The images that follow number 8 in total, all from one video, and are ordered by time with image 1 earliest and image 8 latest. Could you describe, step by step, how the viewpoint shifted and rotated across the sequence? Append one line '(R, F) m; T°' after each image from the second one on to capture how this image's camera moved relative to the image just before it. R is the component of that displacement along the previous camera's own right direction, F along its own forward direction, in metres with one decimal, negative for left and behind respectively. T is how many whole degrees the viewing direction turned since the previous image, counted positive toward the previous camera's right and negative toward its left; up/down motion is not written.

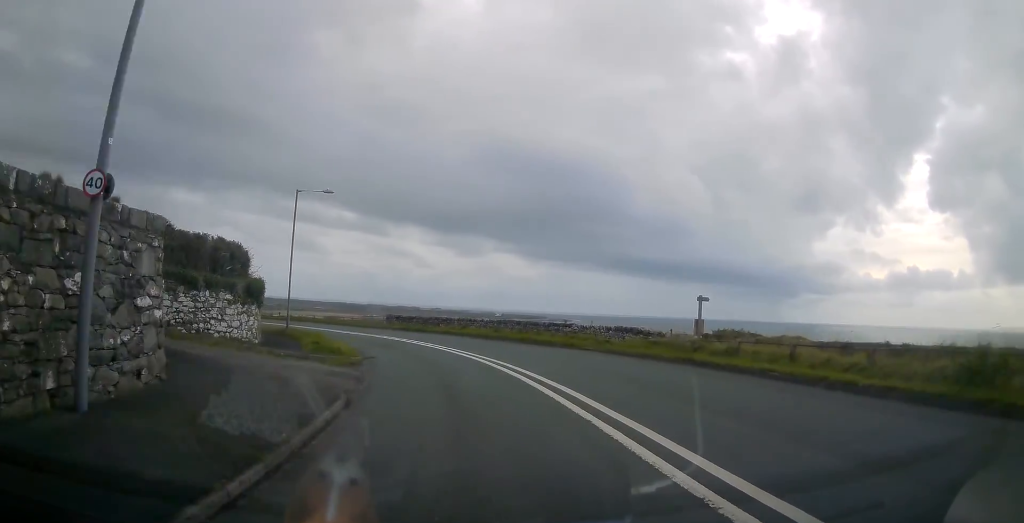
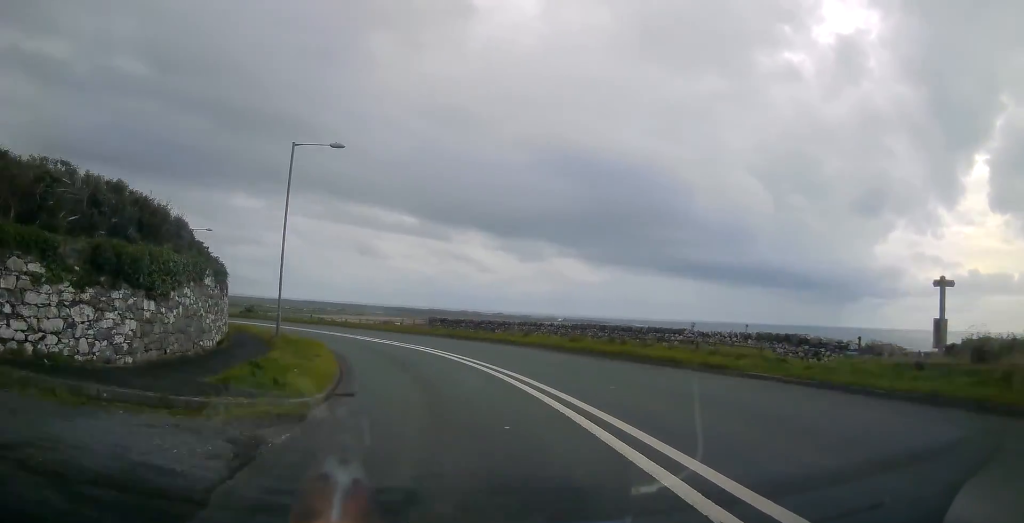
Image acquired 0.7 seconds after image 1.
(-0.2, +10.6) m; -3°
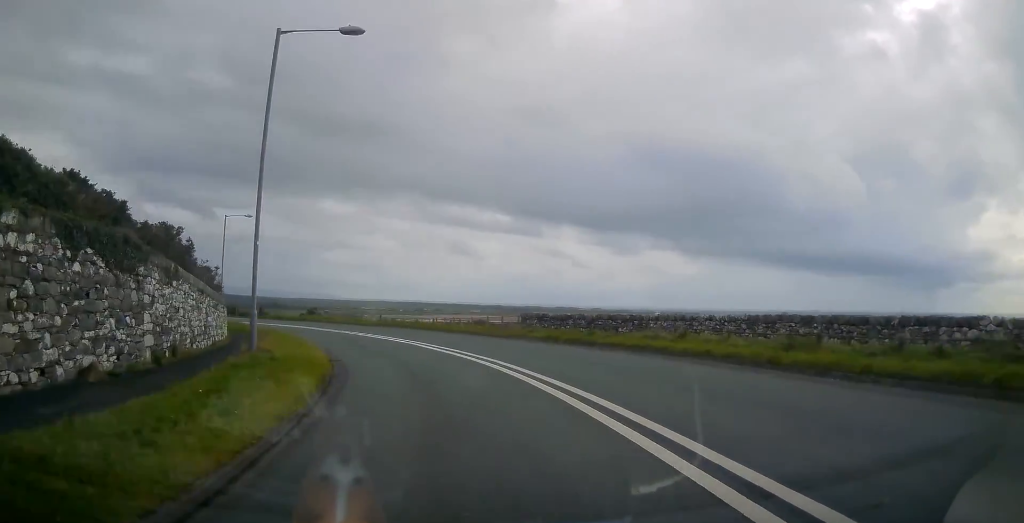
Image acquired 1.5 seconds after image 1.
(-0.5, +11.4) m; -6°
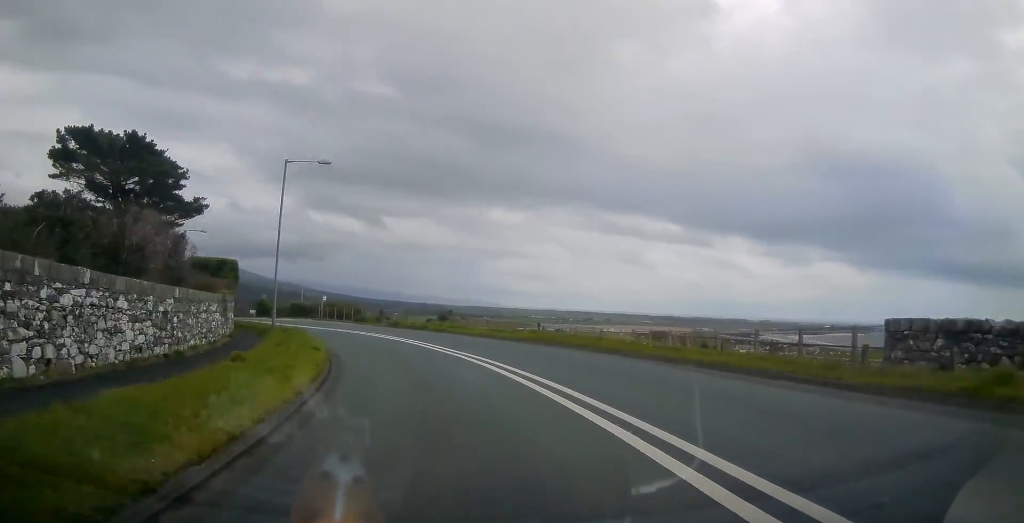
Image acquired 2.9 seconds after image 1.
(-2.0, +18.8) m; -14°
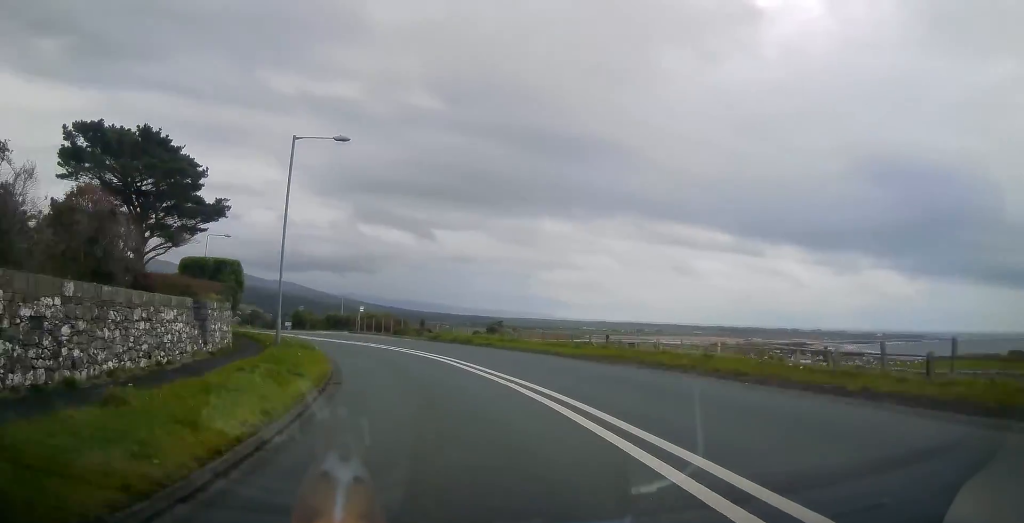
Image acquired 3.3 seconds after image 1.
(-0.4, +5.9) m; -5°
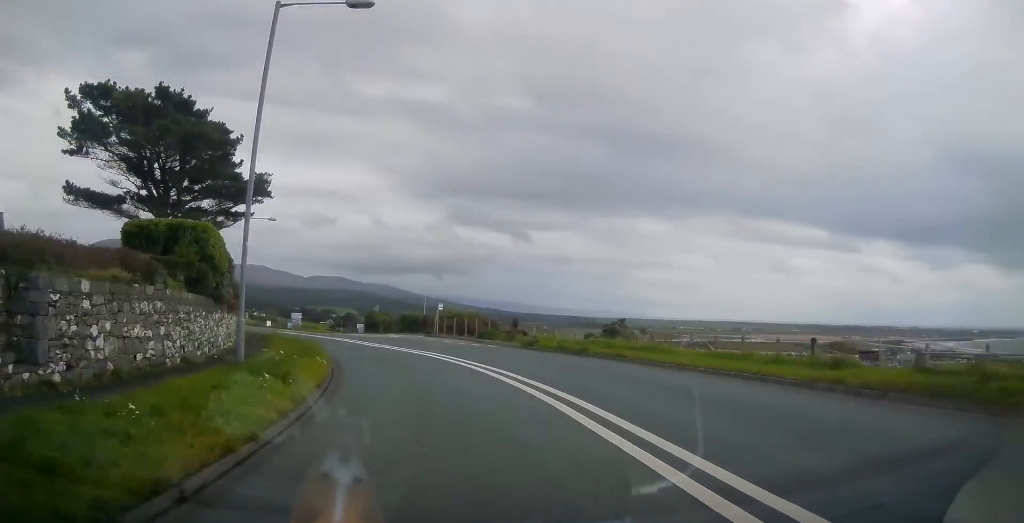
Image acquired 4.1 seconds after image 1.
(-0.7, +10.9) m; -9°
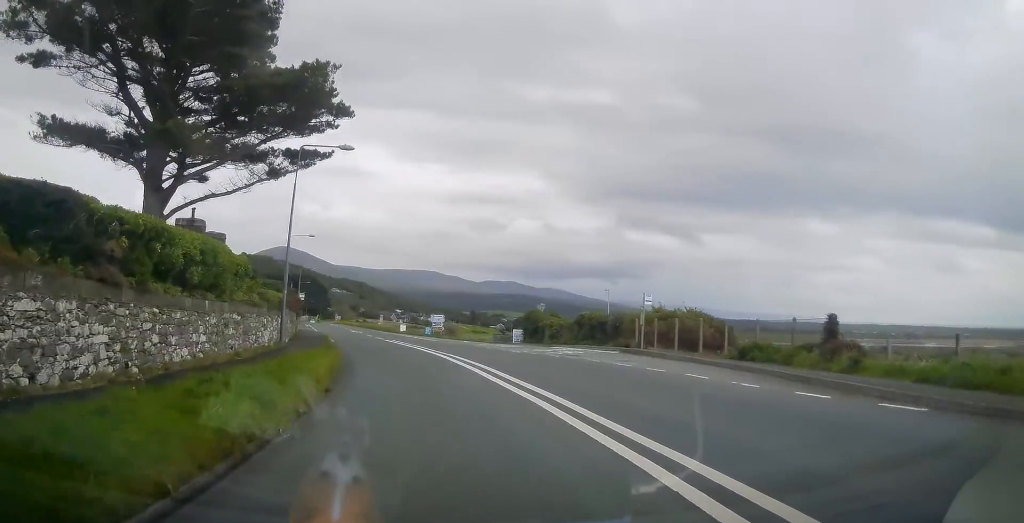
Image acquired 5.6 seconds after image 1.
(-3.0, +19.8) m; -15°
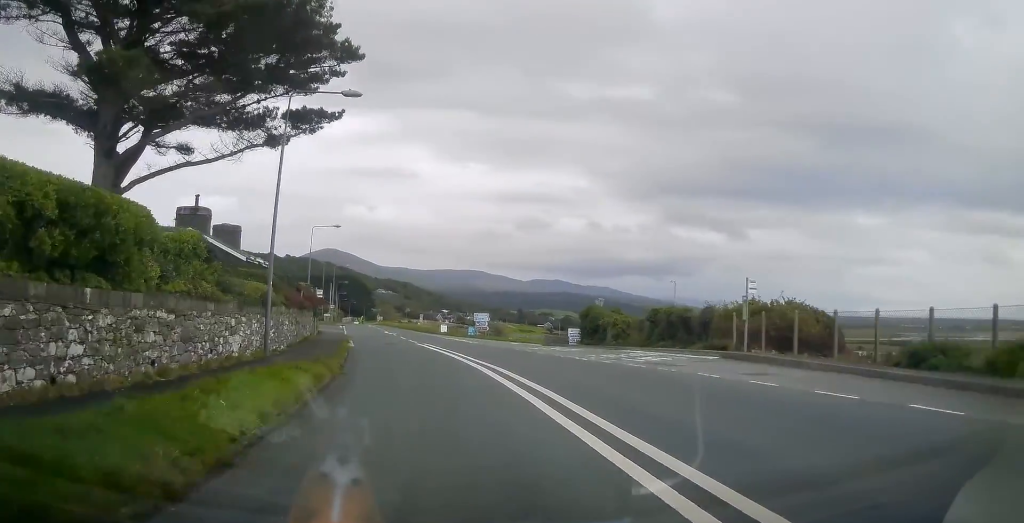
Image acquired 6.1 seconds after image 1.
(-0.1, +6.4) m; -5°
